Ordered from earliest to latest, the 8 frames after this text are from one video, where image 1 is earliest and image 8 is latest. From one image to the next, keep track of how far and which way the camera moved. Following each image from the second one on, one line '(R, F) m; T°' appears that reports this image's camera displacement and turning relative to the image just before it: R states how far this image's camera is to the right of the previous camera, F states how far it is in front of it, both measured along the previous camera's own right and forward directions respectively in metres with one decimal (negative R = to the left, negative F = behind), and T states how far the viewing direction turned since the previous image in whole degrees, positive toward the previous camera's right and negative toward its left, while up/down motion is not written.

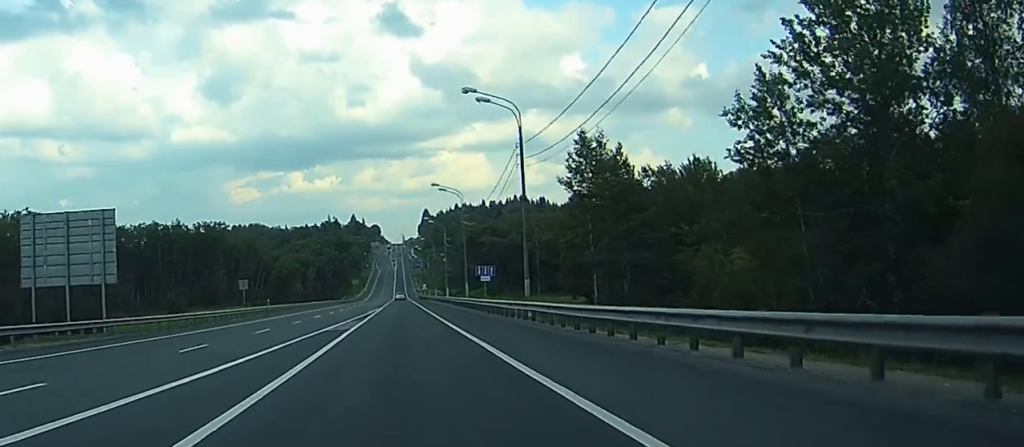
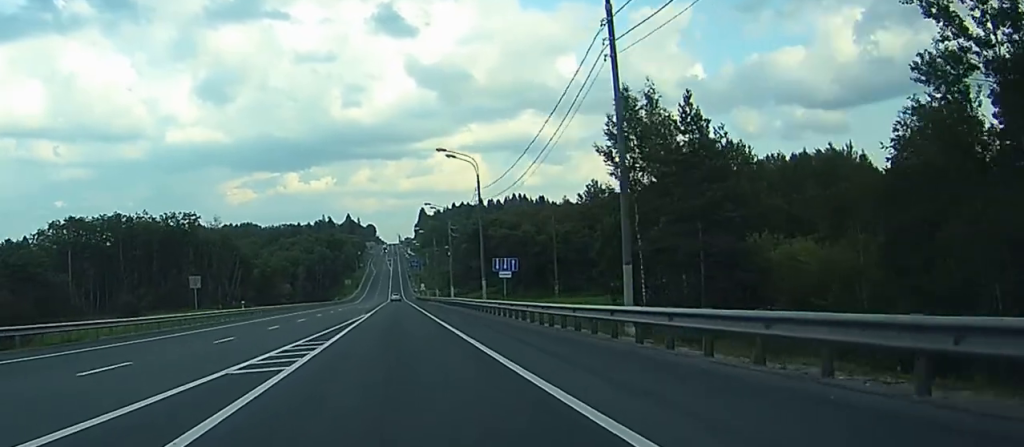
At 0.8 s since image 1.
(+0.1, +18.6) m; +1°
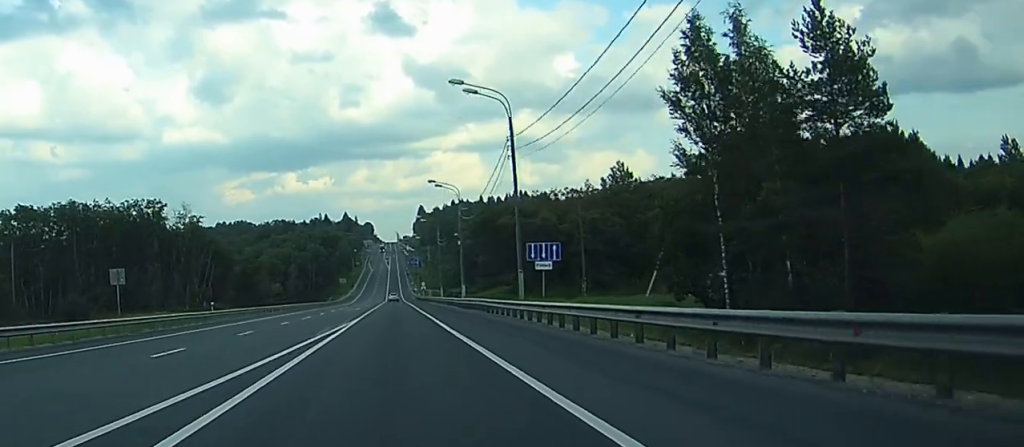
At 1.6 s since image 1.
(+0.1, +18.1) m; +1°
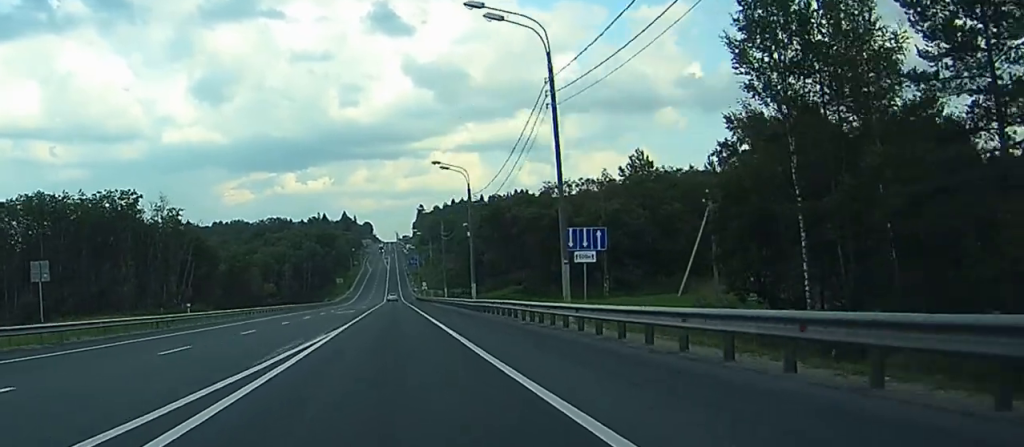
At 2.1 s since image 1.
(+0.1, +10.7) m; 0°
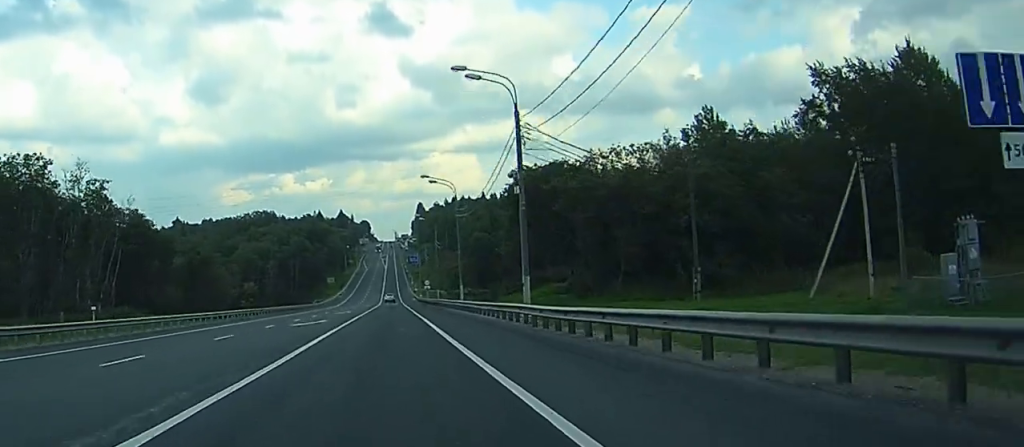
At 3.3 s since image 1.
(0.0, +27.2) m; 0°
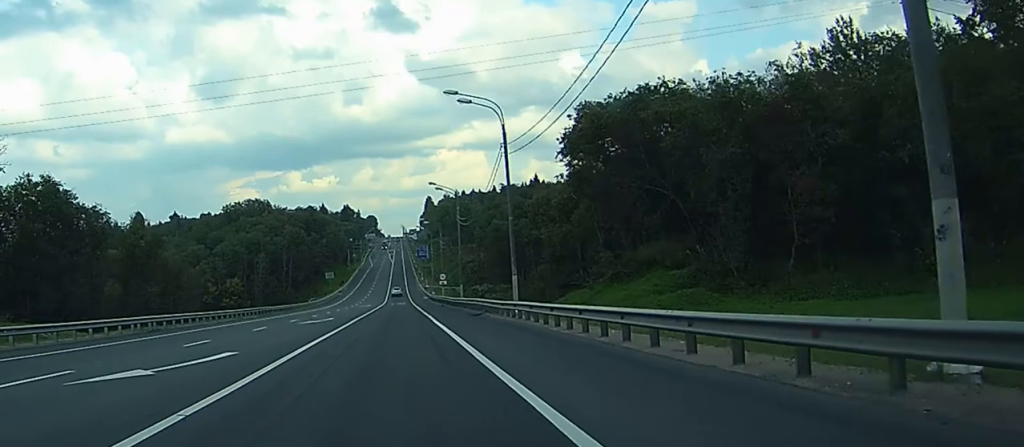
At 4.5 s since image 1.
(0.0, +28.5) m; 0°
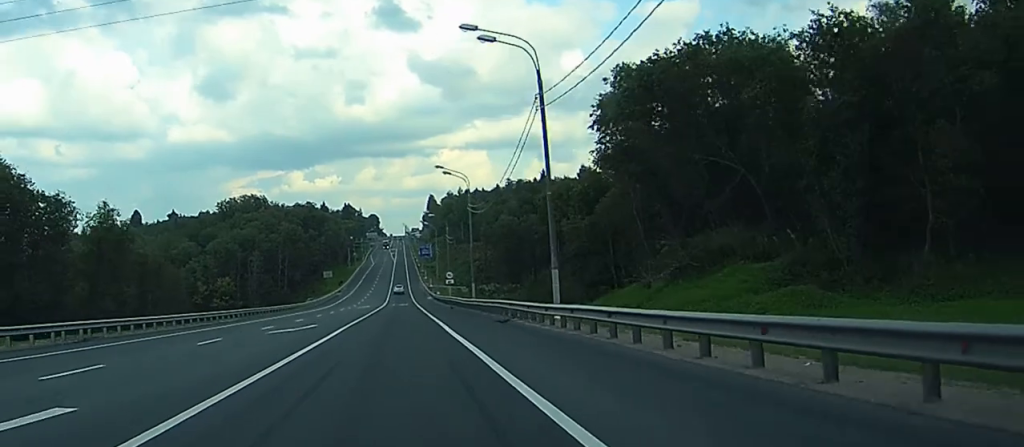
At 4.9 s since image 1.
(+0.1, +10.4) m; 0°
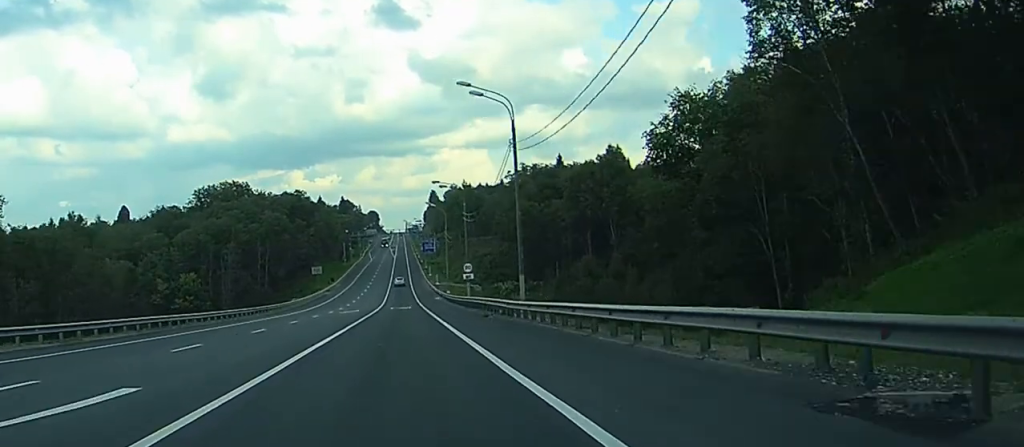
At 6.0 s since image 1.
(-0.1, +27.2) m; 0°
